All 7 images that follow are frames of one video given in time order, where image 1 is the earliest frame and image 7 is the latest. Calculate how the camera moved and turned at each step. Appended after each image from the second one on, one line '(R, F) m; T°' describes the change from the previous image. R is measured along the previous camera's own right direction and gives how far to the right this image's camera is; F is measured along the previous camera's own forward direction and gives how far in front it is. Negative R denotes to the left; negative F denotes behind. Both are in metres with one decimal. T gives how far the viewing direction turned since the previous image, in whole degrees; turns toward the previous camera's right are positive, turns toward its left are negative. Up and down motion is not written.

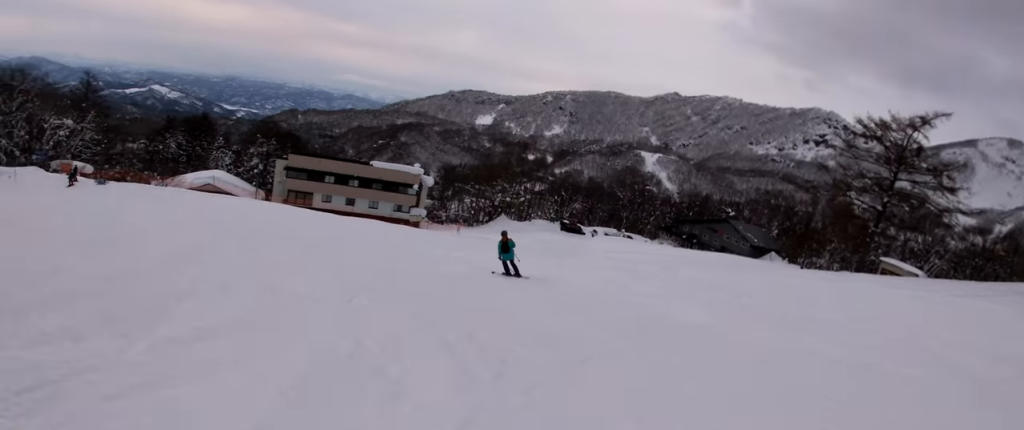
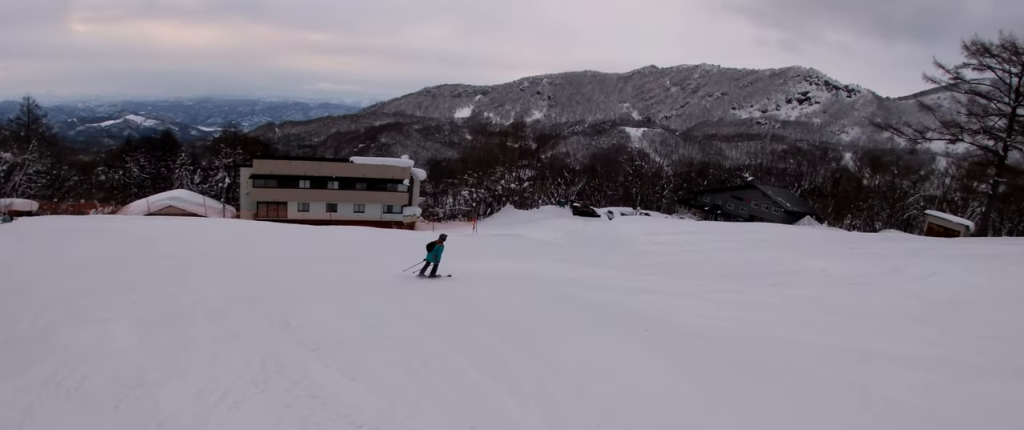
(-2.4, +13.3) m; +4°
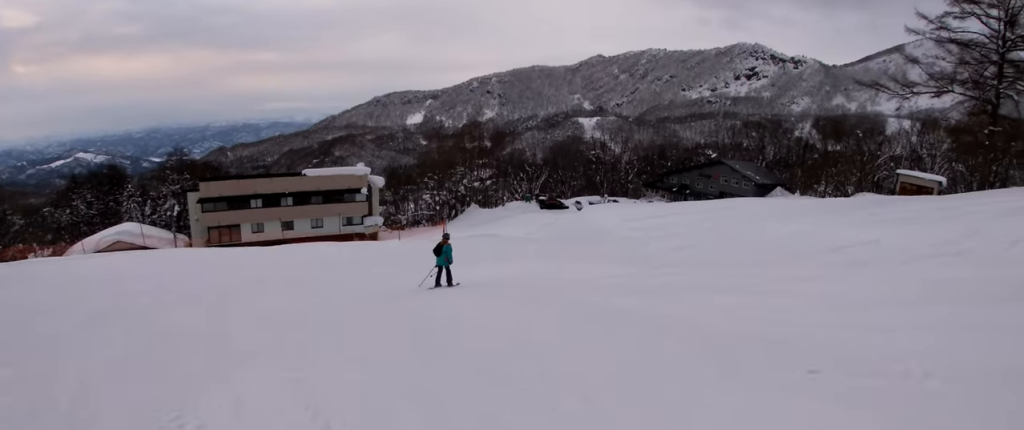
(+0.4, +3.6) m; +7°
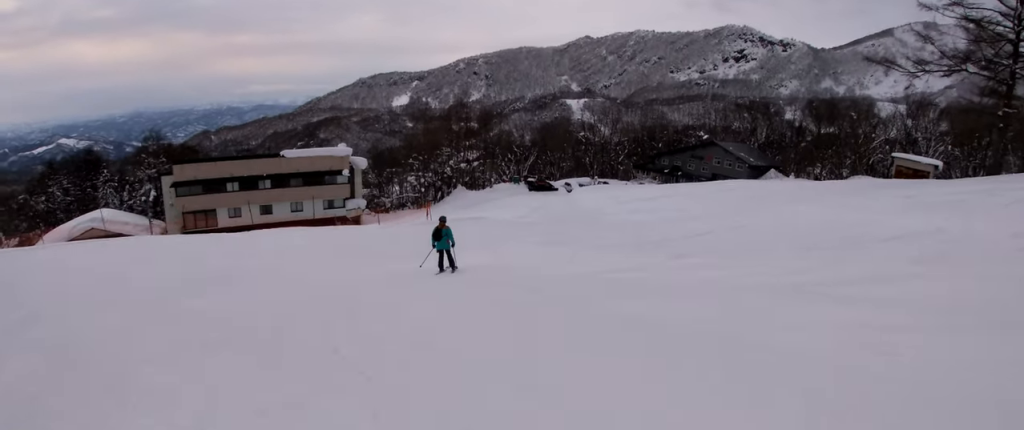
(0.0, +2.3) m; 0°
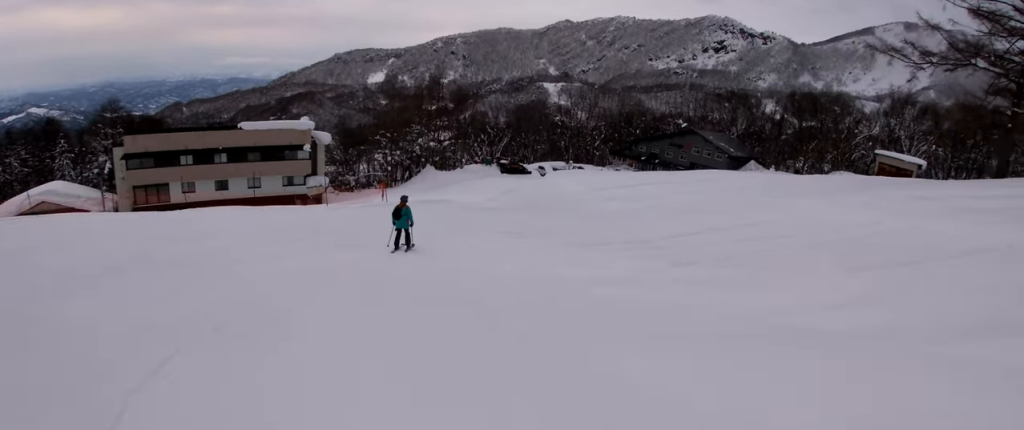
(0.0, +3.3) m; 0°
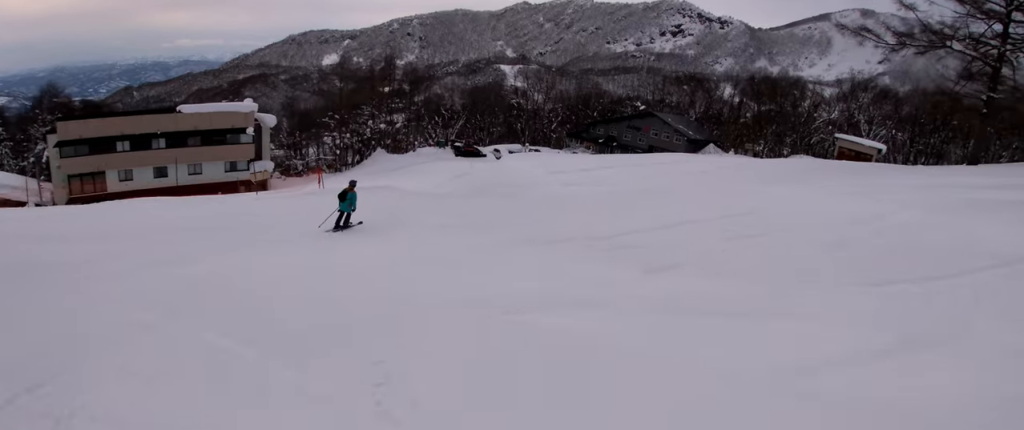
(0.0, +2.5) m; 0°
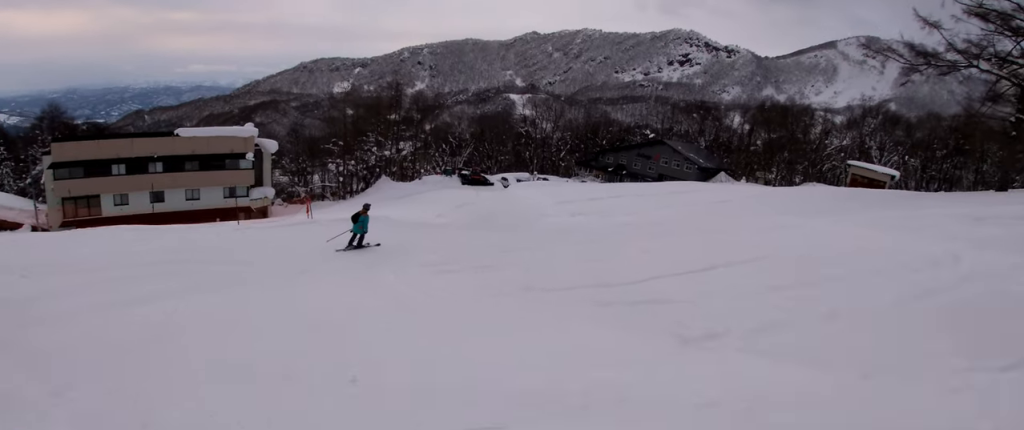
(0.0, +2.5) m; 0°
